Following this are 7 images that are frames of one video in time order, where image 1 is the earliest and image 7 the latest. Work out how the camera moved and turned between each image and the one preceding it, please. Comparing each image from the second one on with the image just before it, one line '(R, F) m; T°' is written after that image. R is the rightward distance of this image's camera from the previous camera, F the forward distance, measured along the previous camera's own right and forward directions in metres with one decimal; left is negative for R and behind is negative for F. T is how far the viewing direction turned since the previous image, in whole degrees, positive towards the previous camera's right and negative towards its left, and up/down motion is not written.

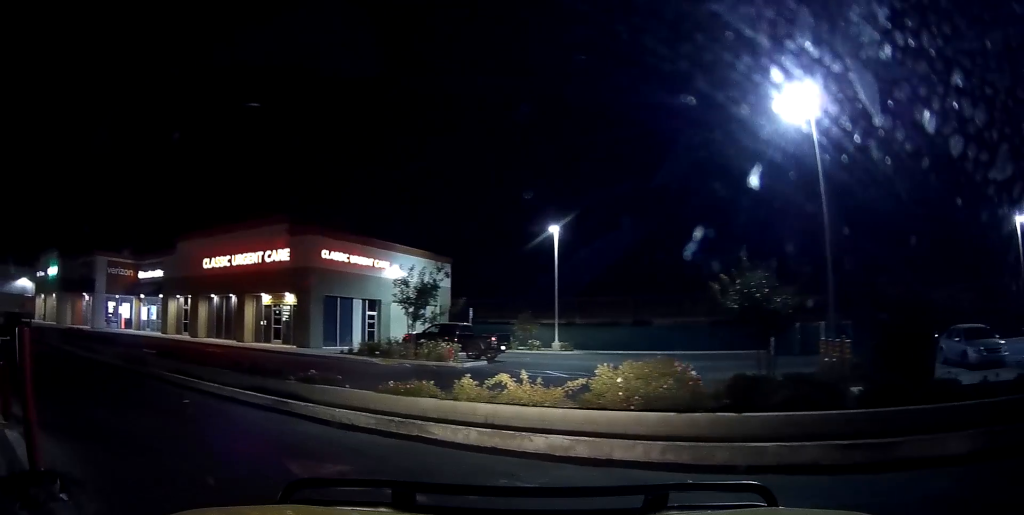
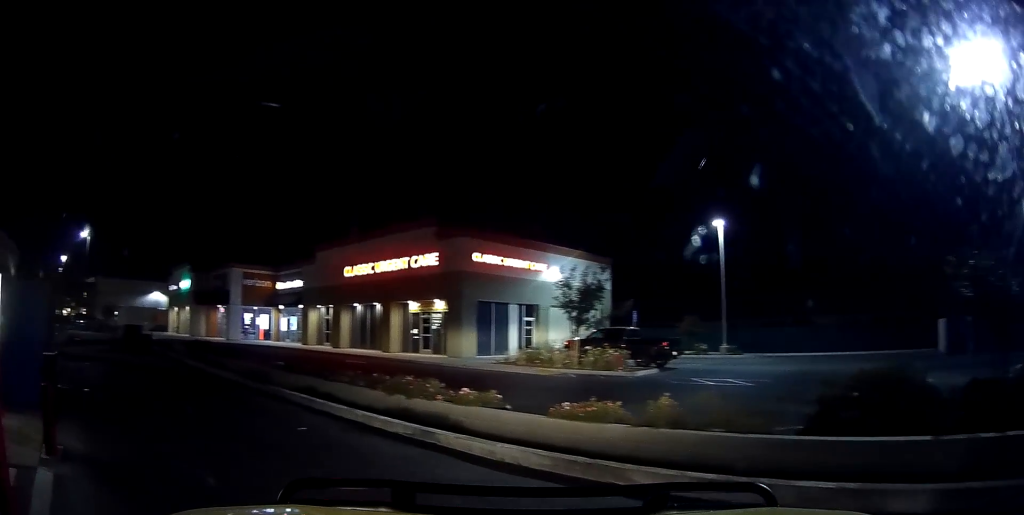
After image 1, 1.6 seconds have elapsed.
(0.0, +2.3) m; -19°
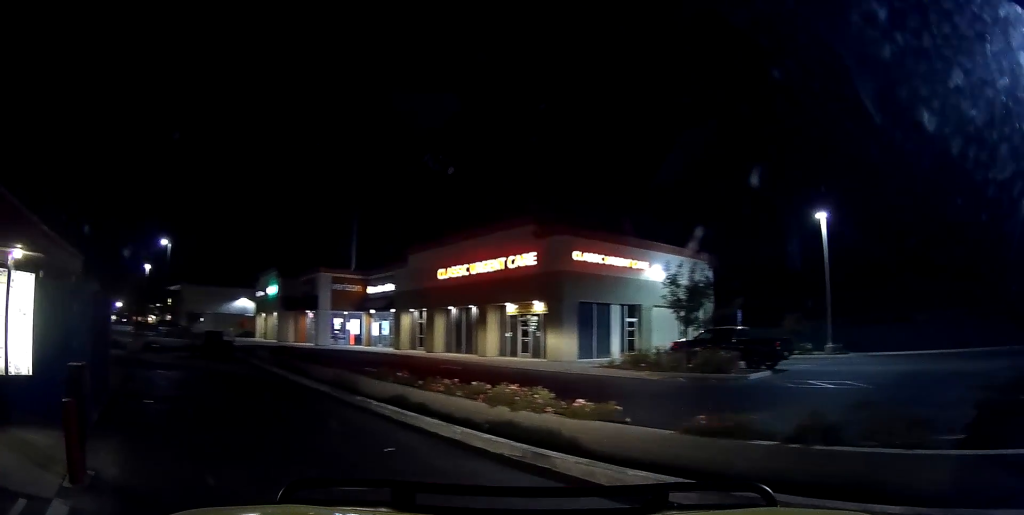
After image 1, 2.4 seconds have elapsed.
(-0.1, +1.2) m; -6°
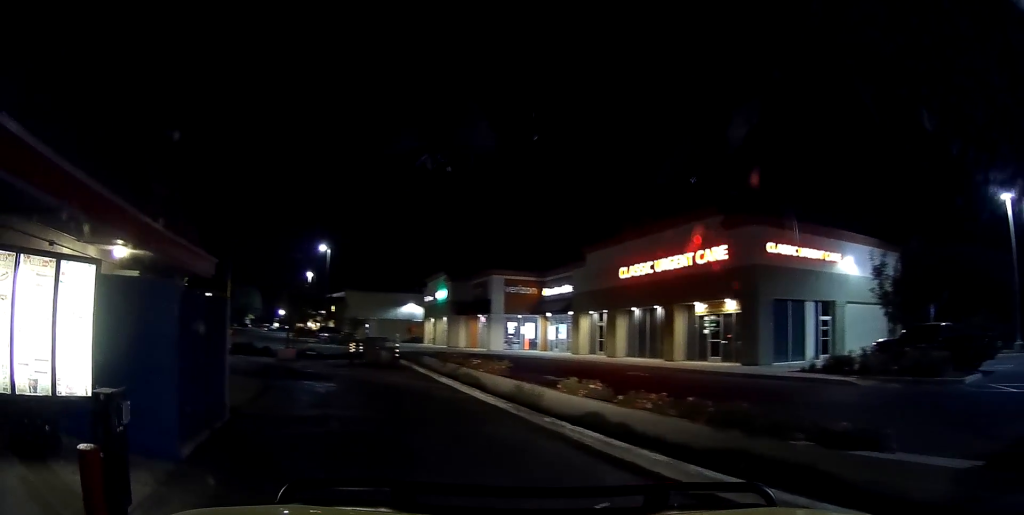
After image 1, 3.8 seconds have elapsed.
(-0.1, +1.9) m; -2°
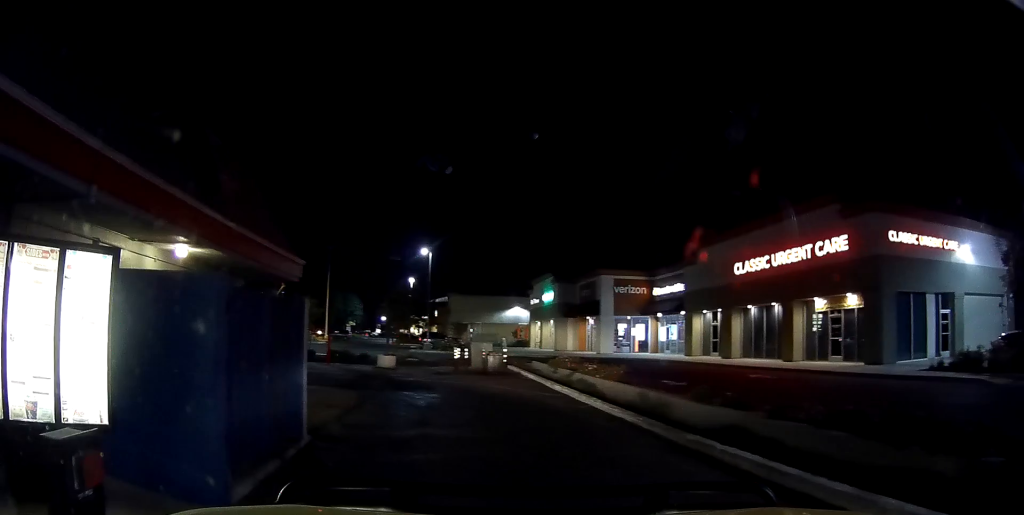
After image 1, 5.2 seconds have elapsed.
(0.0, +1.5) m; 0°
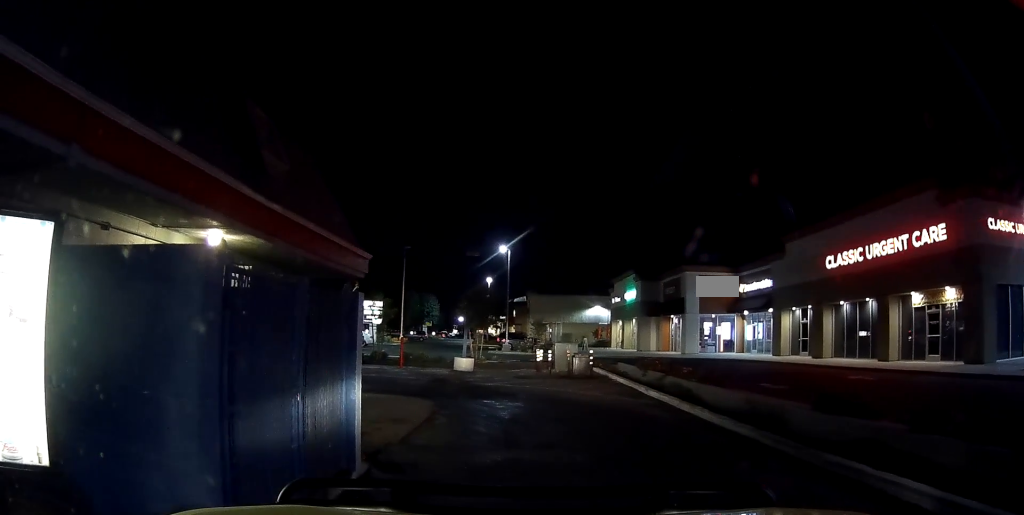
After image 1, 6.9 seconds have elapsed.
(-0.3, +0.8) m; 0°
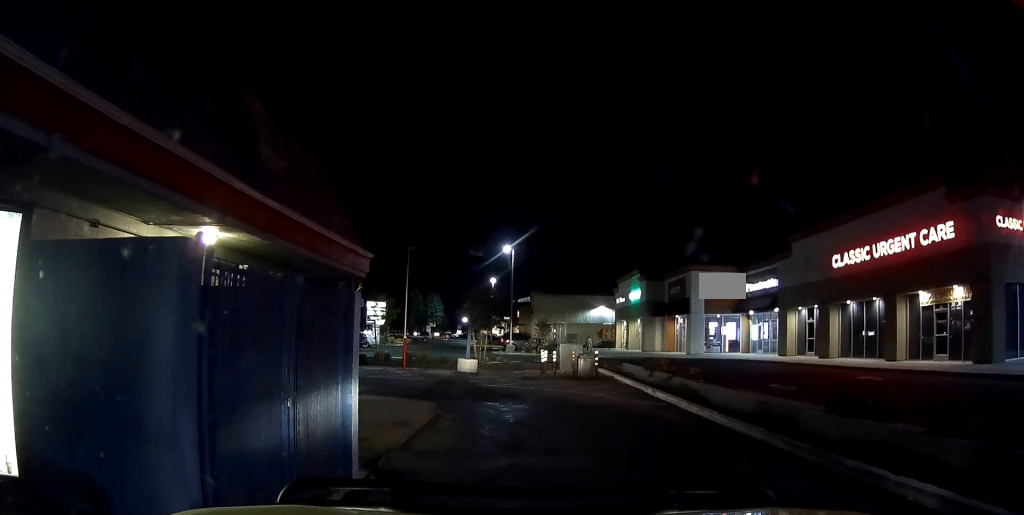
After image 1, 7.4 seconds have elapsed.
(-0.2, 0.0) m; 0°
